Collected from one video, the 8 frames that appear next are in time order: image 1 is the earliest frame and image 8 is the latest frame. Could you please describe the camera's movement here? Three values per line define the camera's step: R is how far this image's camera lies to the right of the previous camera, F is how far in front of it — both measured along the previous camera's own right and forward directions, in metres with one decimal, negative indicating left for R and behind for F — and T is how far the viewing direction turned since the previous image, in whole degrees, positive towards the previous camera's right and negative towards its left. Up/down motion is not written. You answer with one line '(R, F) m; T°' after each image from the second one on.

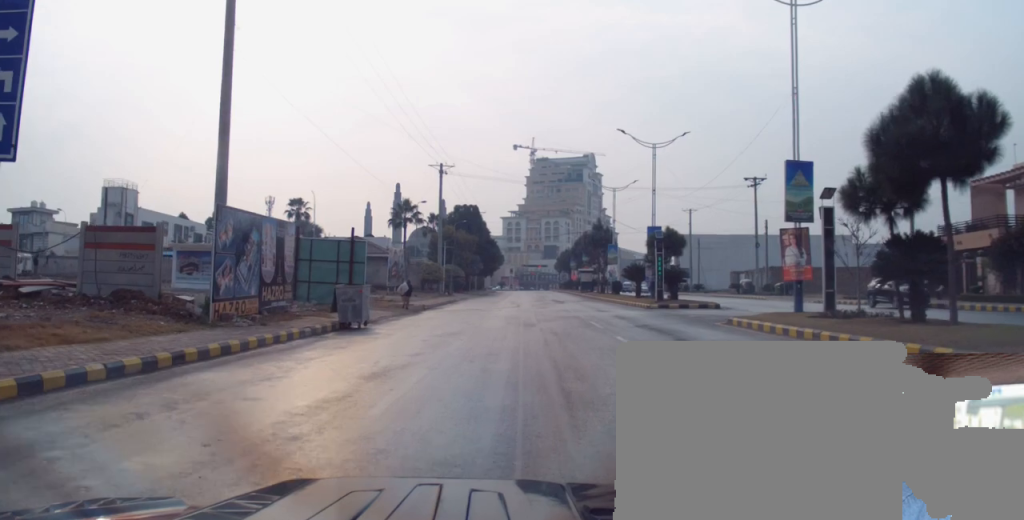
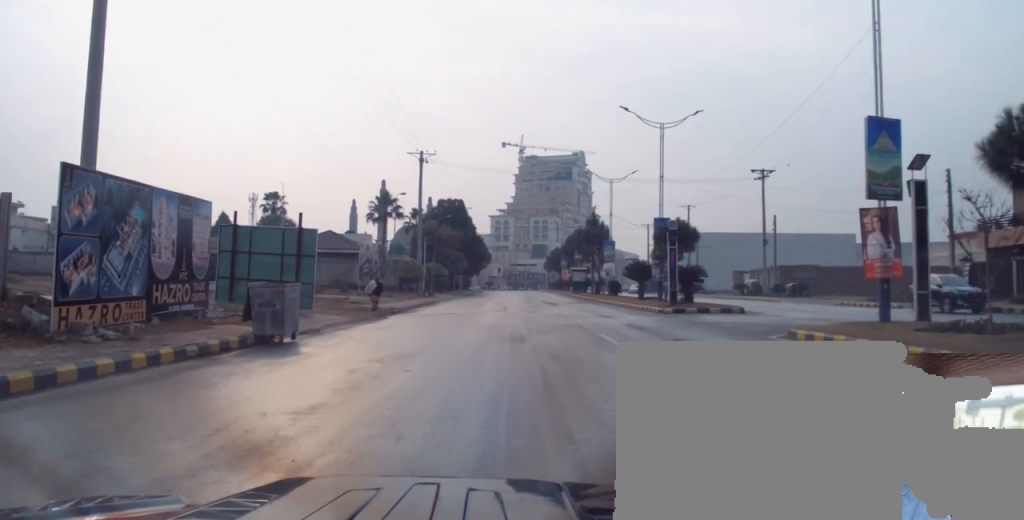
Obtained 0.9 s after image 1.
(0.0, +6.0) m; 0°
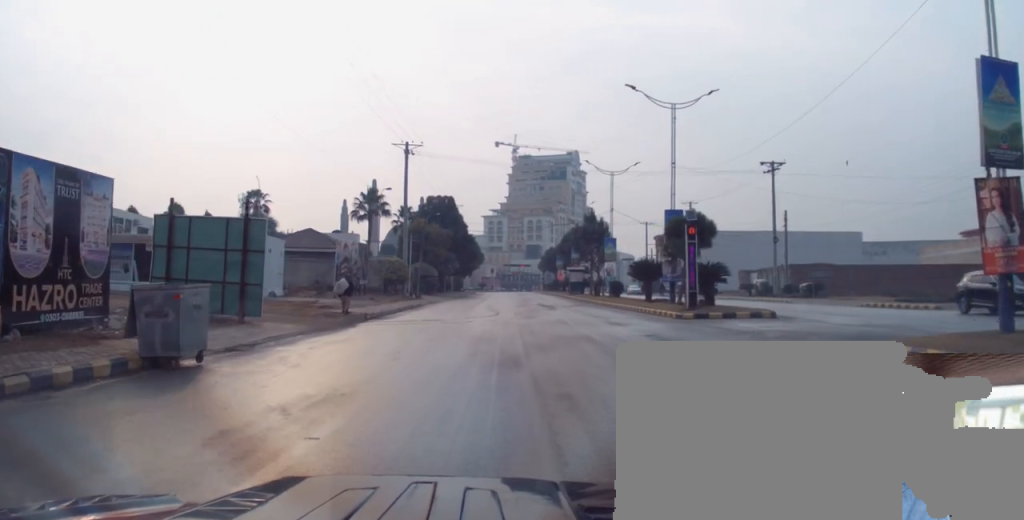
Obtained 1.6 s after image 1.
(-0.2, +4.8) m; +1°
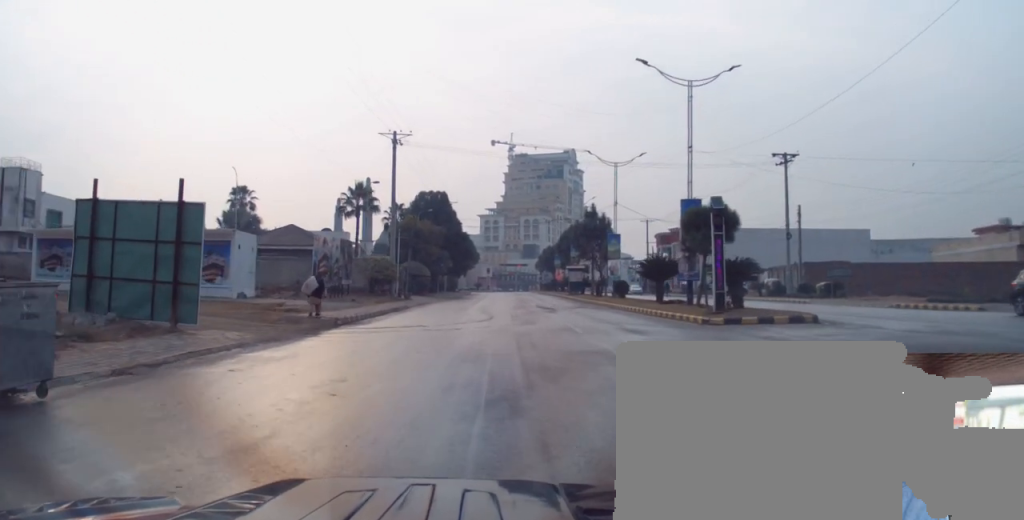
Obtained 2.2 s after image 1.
(+0.4, +4.1) m; 0°
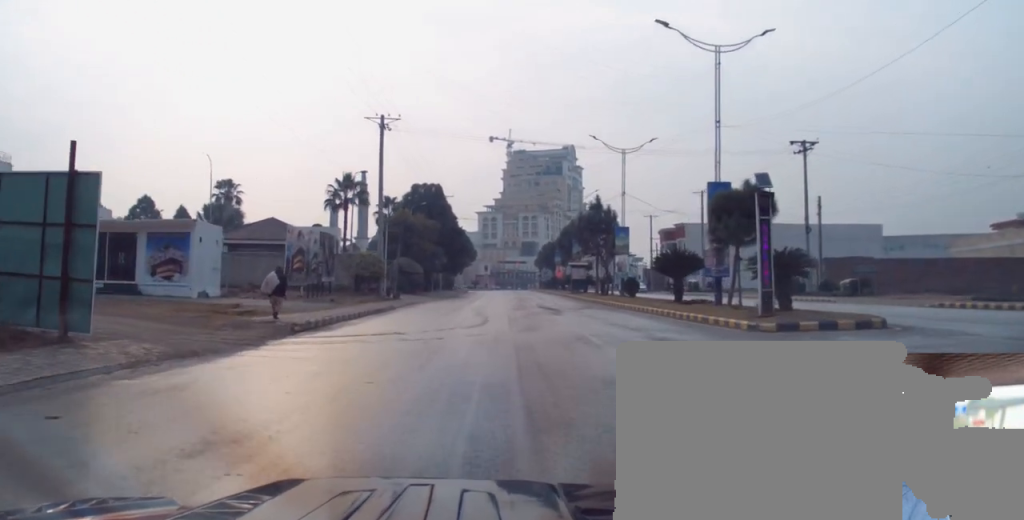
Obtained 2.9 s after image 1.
(-0.1, +4.7) m; -1°
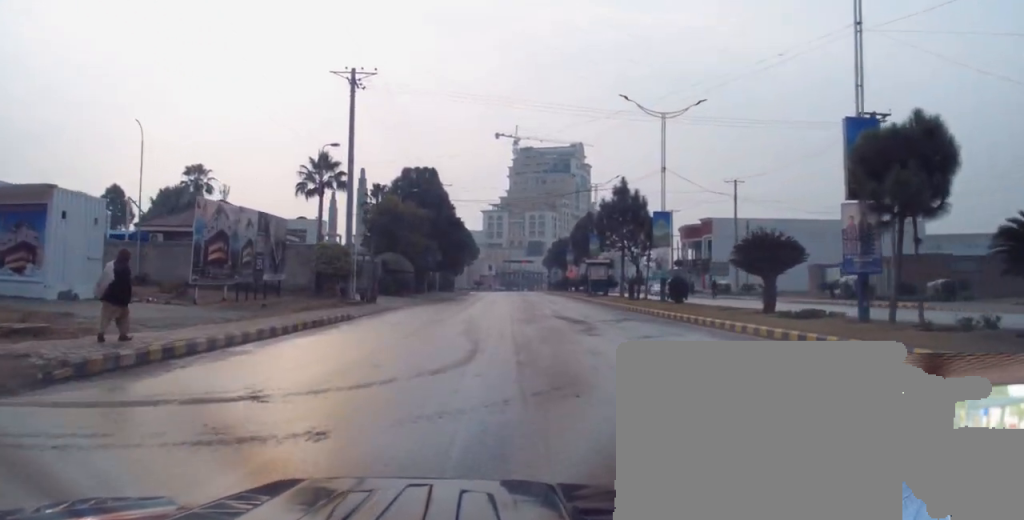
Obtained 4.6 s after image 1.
(-0.1, +10.9) m; +2°
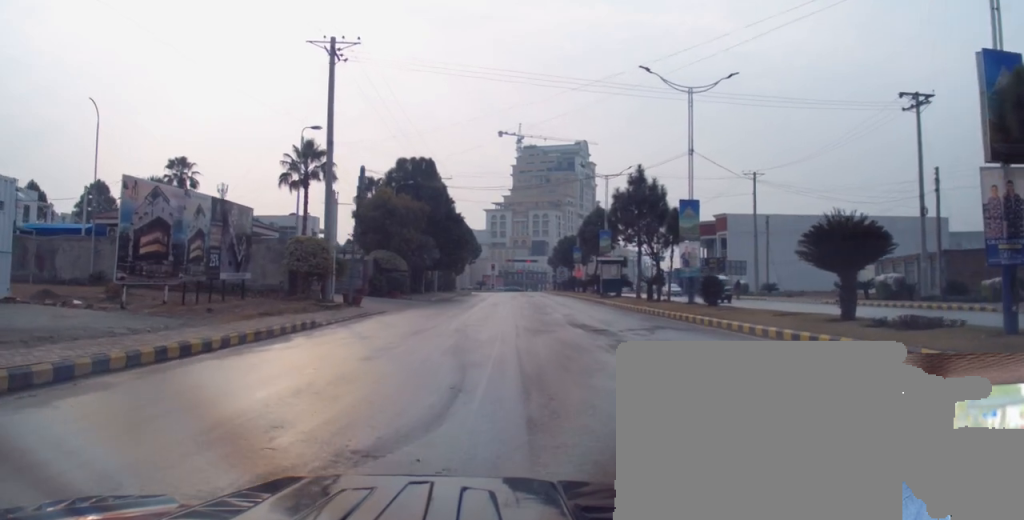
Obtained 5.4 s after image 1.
(0.0, +5.2) m; -3°
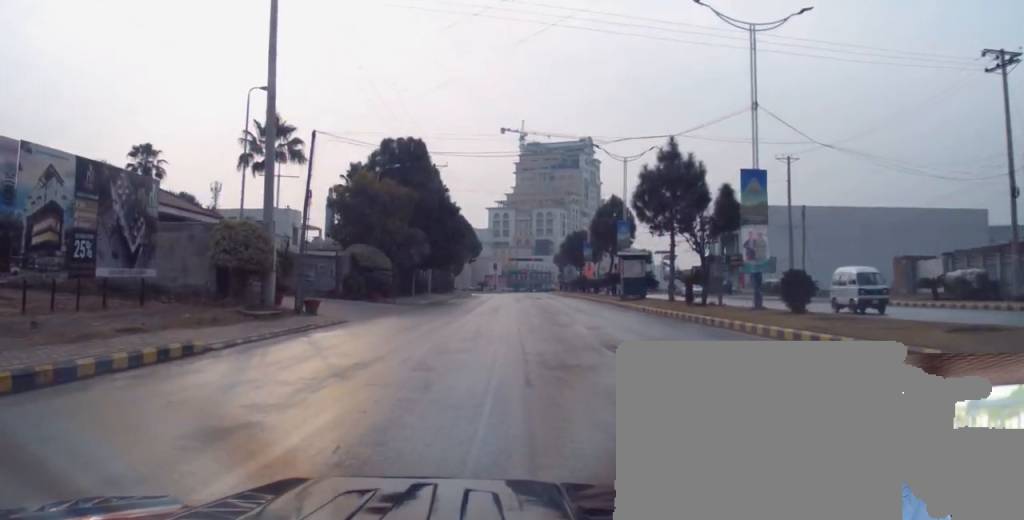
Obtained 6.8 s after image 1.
(-0.3, +8.4) m; 0°
